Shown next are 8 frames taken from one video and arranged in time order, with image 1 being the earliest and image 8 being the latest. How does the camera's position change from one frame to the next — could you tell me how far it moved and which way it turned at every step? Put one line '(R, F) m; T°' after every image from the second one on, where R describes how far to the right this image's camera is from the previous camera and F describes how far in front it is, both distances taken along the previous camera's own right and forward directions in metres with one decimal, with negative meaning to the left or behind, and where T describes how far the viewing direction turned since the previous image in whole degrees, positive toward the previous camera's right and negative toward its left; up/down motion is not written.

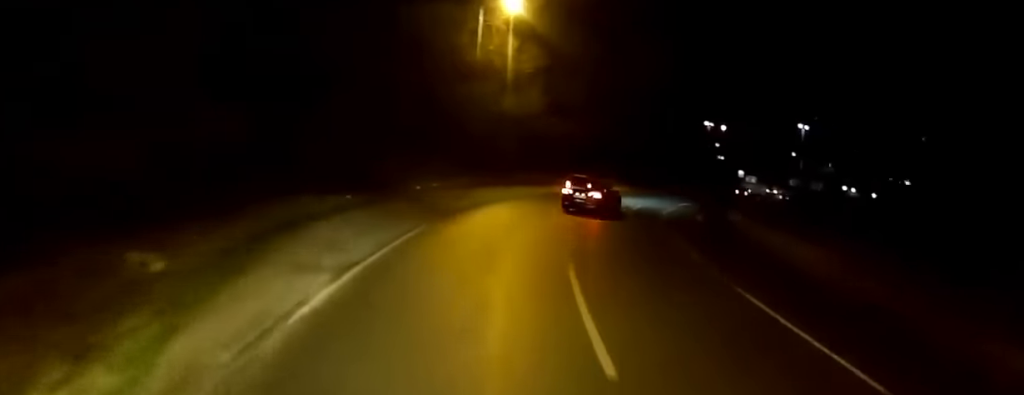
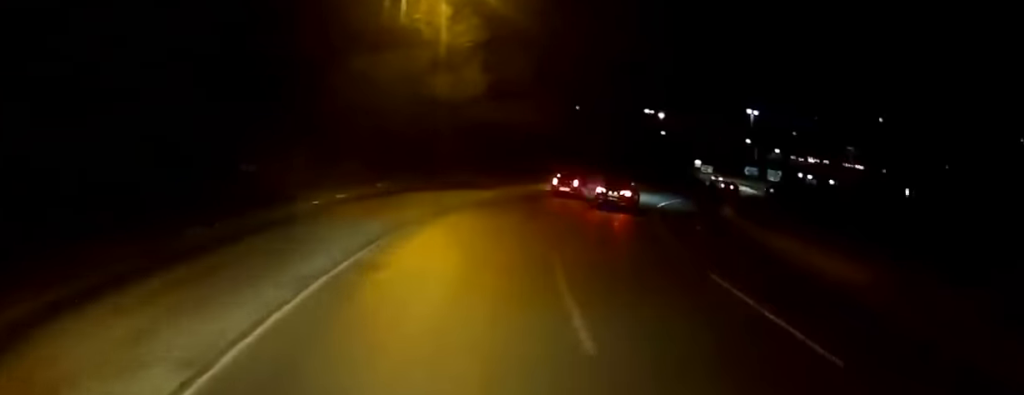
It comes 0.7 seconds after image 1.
(+0.7, +9.0) m; +6°
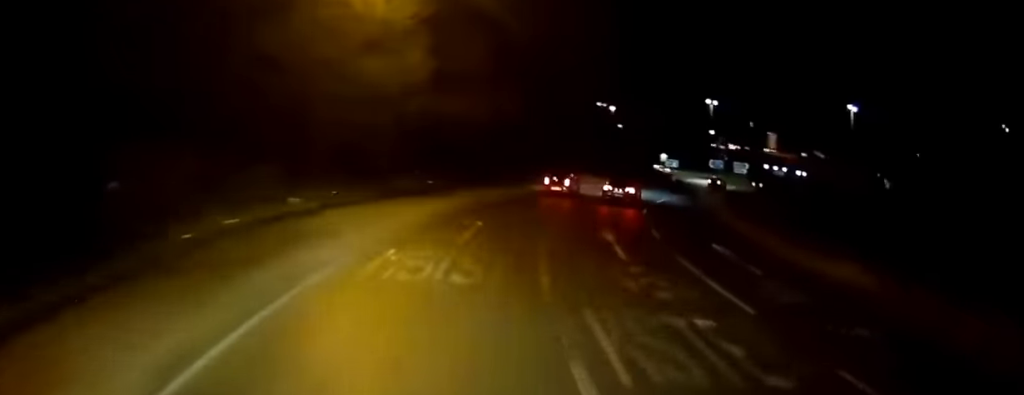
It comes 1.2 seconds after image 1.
(-0.1, +6.8) m; +2°
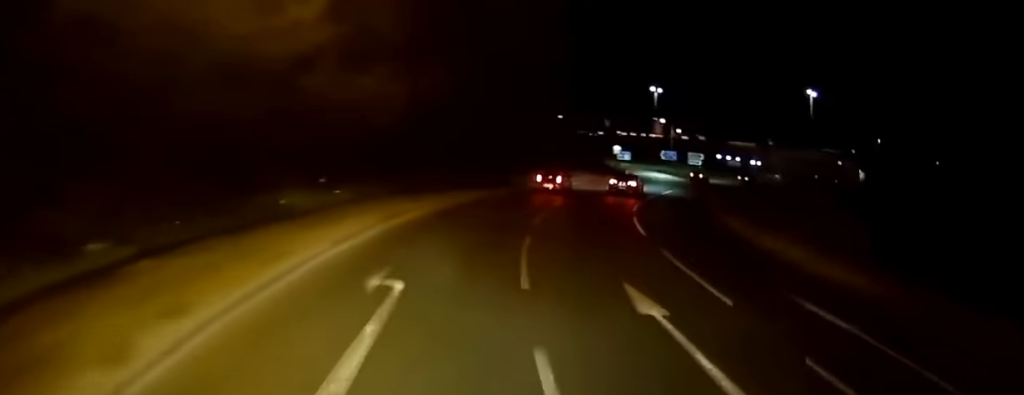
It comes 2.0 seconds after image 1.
(+0.5, +9.2) m; +5°
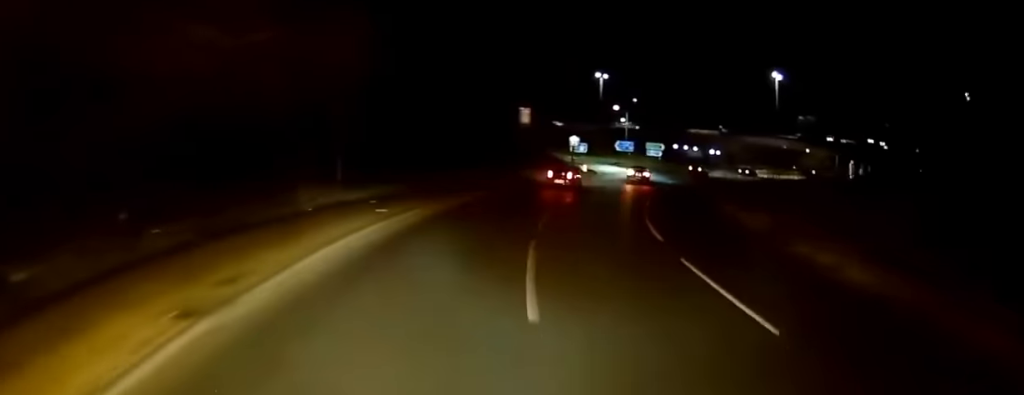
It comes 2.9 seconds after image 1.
(+0.7, +11.7) m; +8°
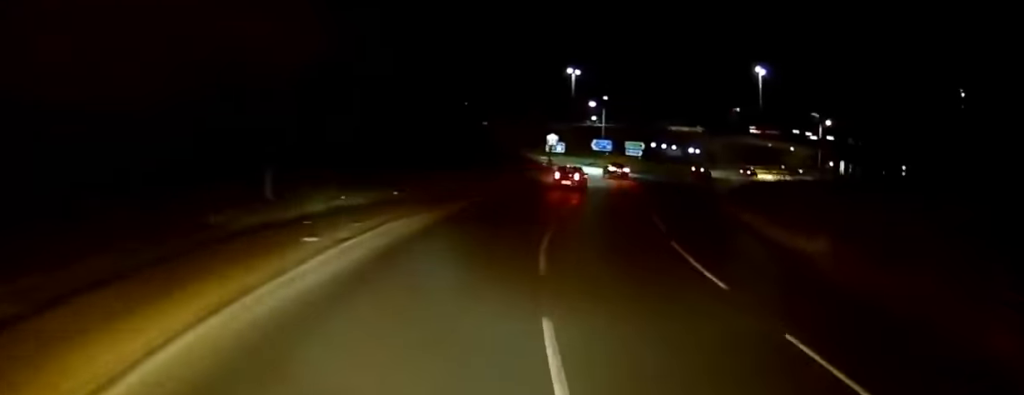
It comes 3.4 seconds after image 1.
(0.0, +6.7) m; +5°
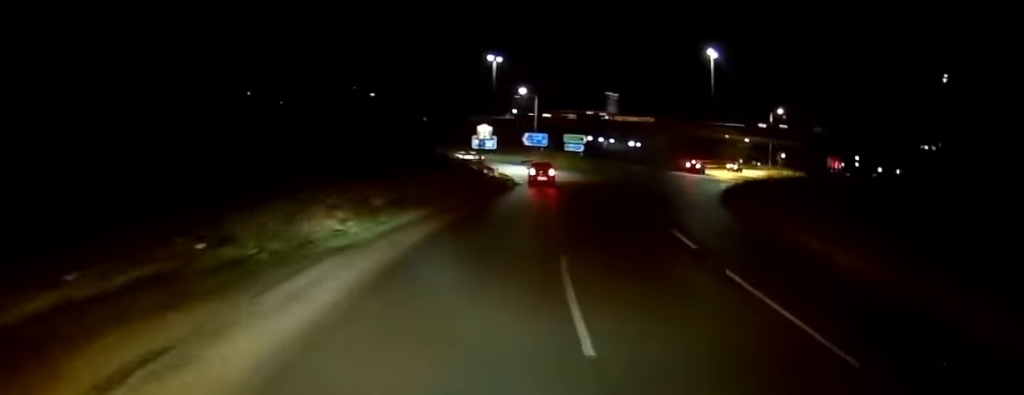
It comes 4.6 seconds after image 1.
(+1.6, +14.0) m; +9°
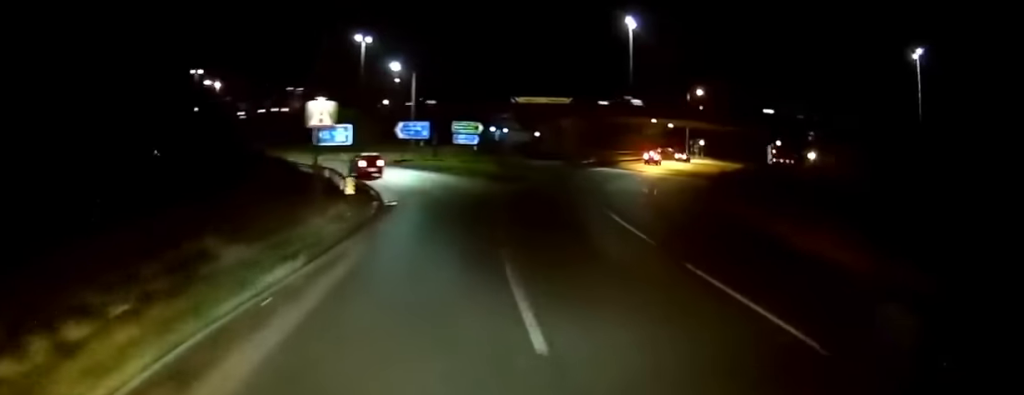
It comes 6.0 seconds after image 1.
(+0.6, +17.7) m; +2°
